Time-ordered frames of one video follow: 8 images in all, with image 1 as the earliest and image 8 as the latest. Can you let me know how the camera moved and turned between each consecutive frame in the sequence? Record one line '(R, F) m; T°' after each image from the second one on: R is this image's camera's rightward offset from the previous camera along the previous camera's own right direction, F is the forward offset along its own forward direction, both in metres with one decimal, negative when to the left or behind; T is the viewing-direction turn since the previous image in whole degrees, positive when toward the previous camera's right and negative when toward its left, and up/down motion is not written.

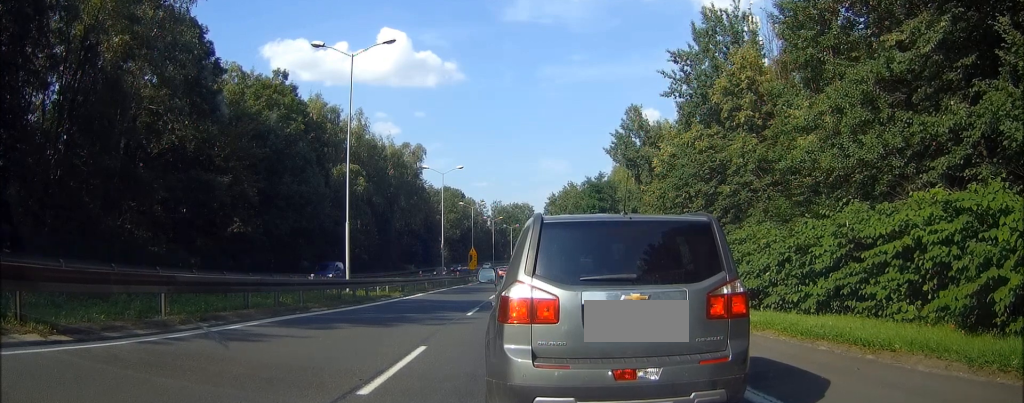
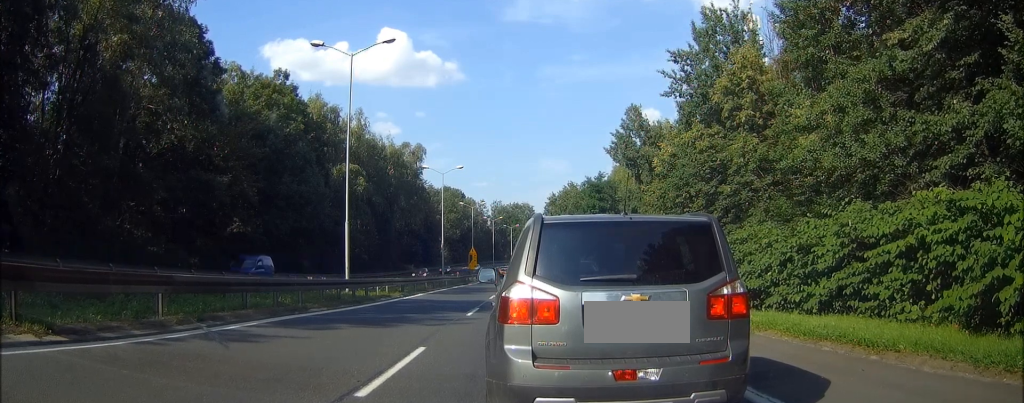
(0.0, 0.0) m; 0°
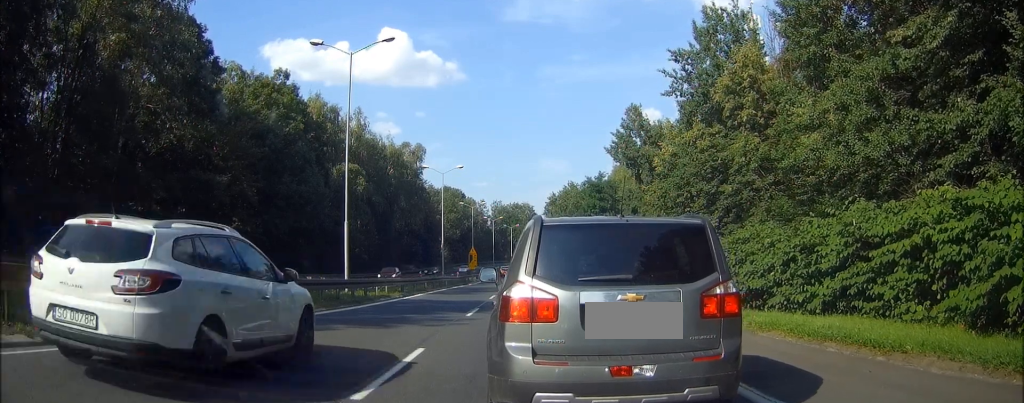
(0.0, 0.0) m; 0°
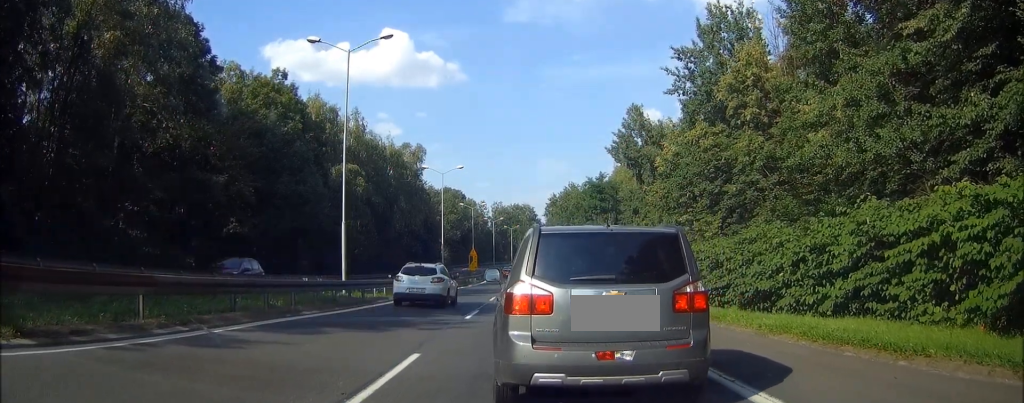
(+0.1, +0.2) m; -1°
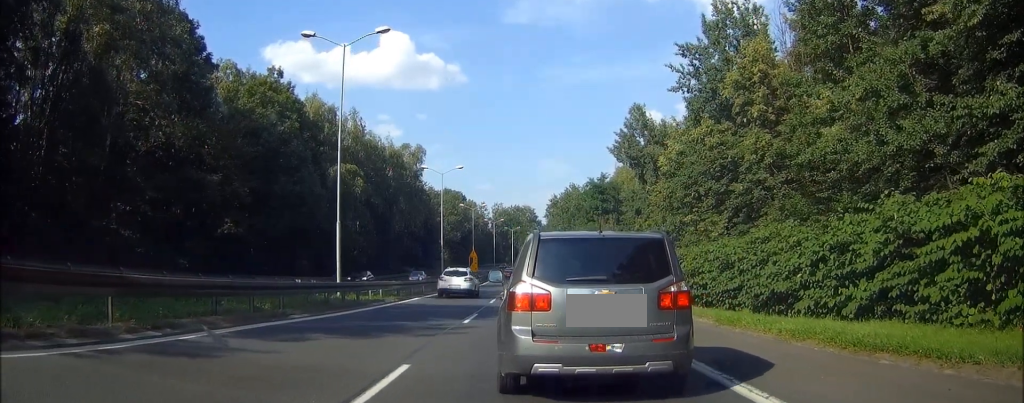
(0.0, +1.0) m; -5°
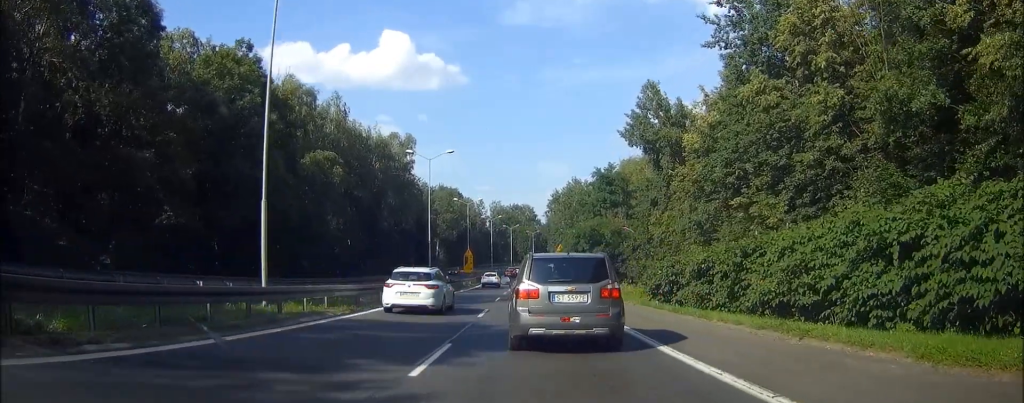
(-0.3, +9.4) m; -1°
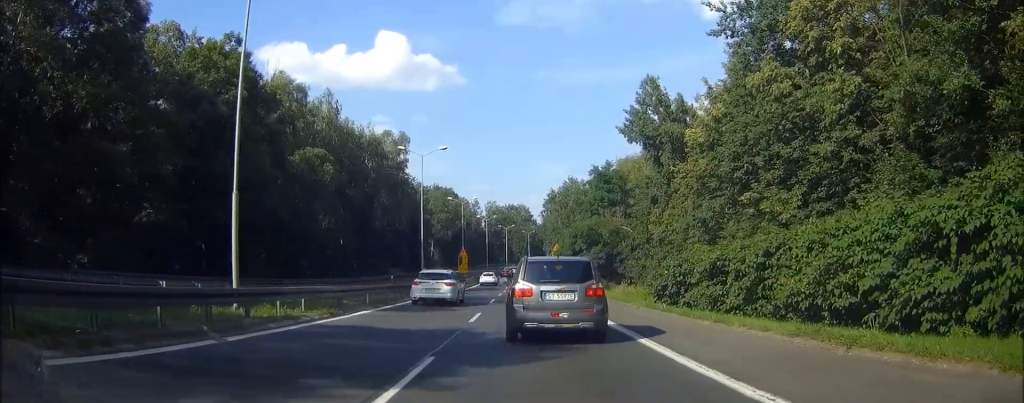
(0.0, +2.6) m; 0°
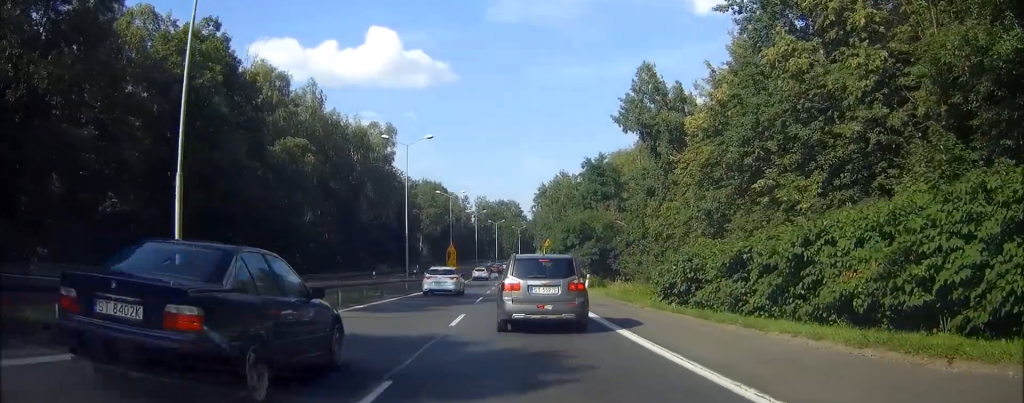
(-0.1, +3.3) m; 0°
